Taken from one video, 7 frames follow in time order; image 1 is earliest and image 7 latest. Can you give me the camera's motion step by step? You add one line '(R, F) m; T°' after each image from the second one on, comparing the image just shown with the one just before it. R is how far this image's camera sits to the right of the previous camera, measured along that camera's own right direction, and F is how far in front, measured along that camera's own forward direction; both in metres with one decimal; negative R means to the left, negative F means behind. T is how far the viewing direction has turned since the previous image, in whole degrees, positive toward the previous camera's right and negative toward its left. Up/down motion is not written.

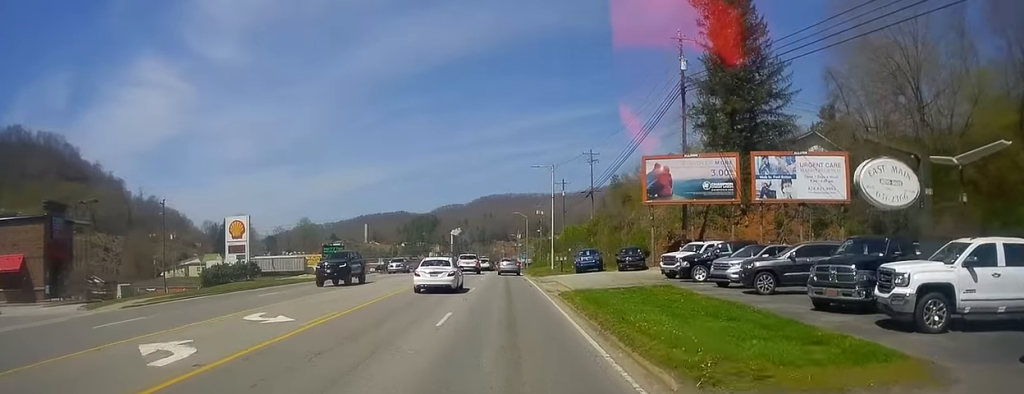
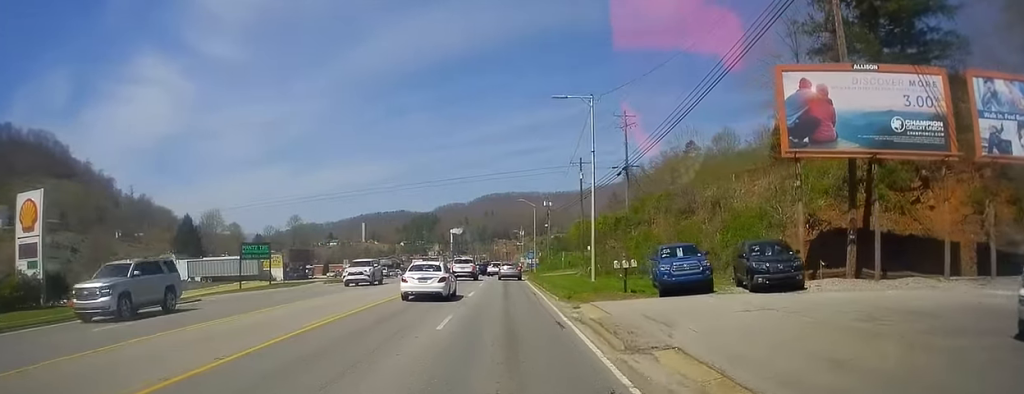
(+0.4, +23.8) m; -1°
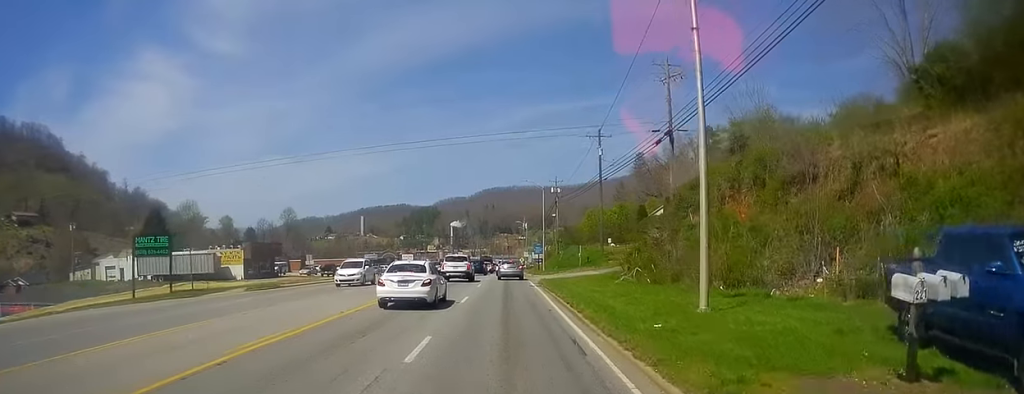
(-0.6, +16.2) m; -1°
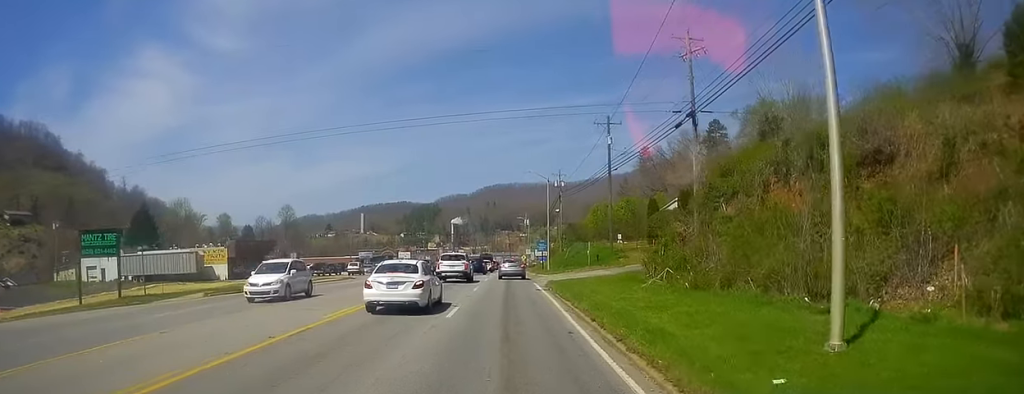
(-0.3, +5.6) m; +1°
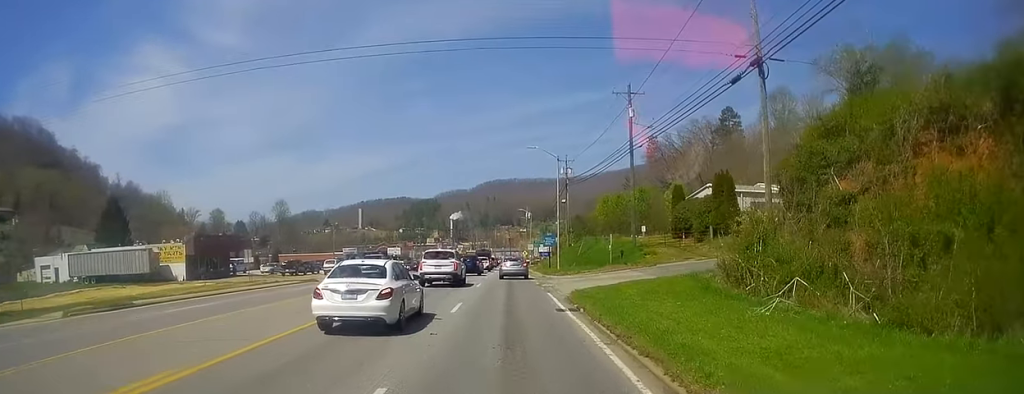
(+0.7, +11.2) m; +1°
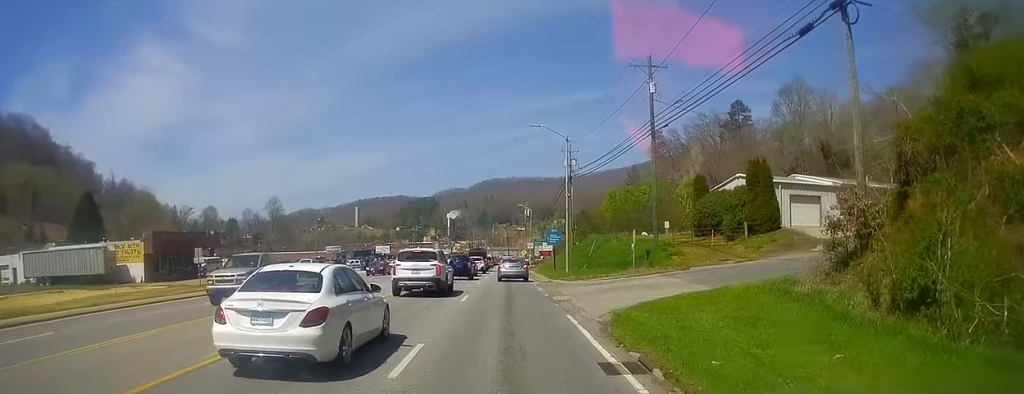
(-0.2, +8.5) m; 0°
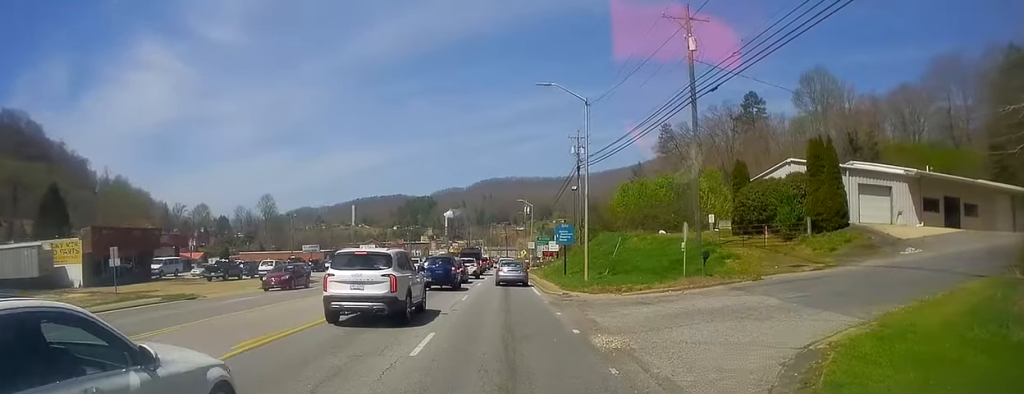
(-0.1, +10.4) m; +1°
